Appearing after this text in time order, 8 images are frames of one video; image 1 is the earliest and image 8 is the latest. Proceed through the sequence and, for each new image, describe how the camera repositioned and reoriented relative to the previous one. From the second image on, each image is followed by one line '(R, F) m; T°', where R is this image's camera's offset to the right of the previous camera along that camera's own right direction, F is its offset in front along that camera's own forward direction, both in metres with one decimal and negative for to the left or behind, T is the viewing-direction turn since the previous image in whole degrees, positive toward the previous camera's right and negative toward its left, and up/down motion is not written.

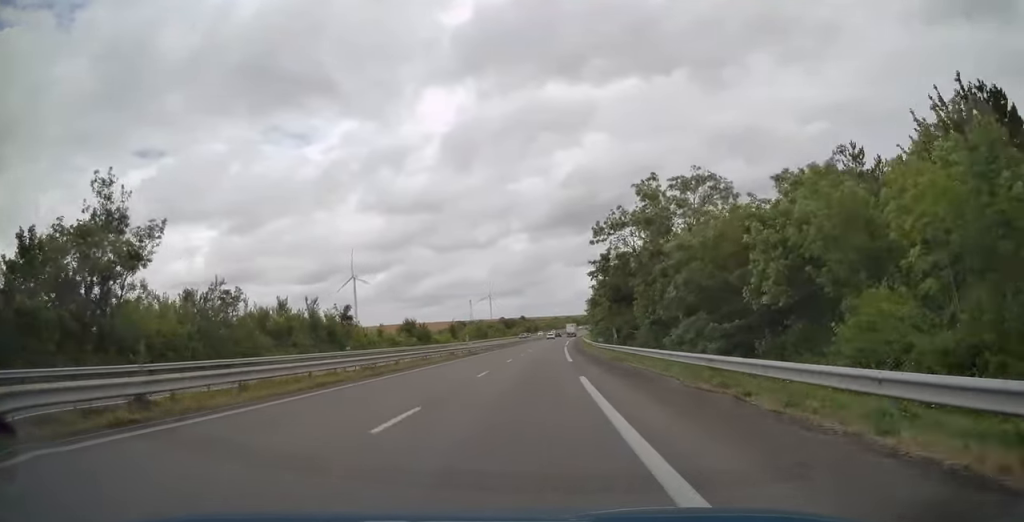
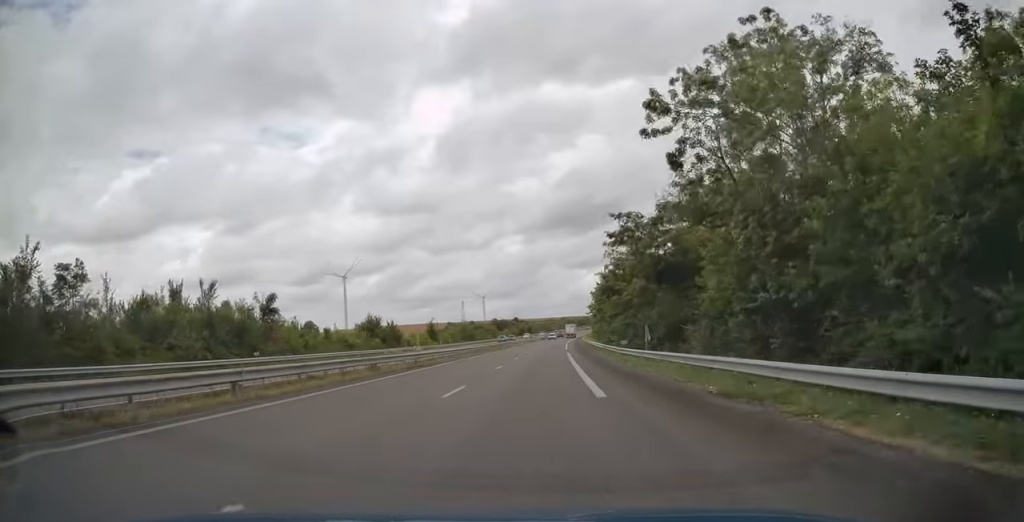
(0.0, +20.4) m; 0°
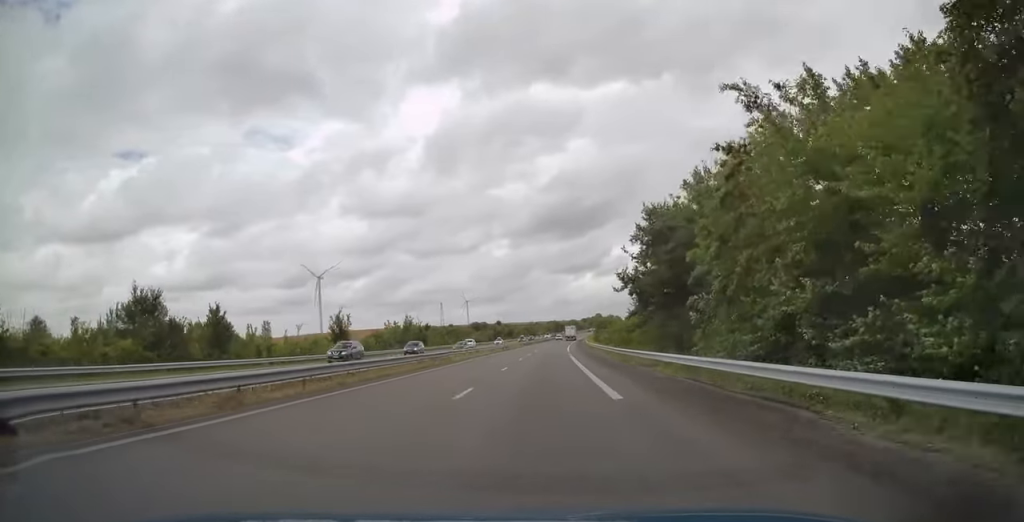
(+0.4, +52.2) m; +1°
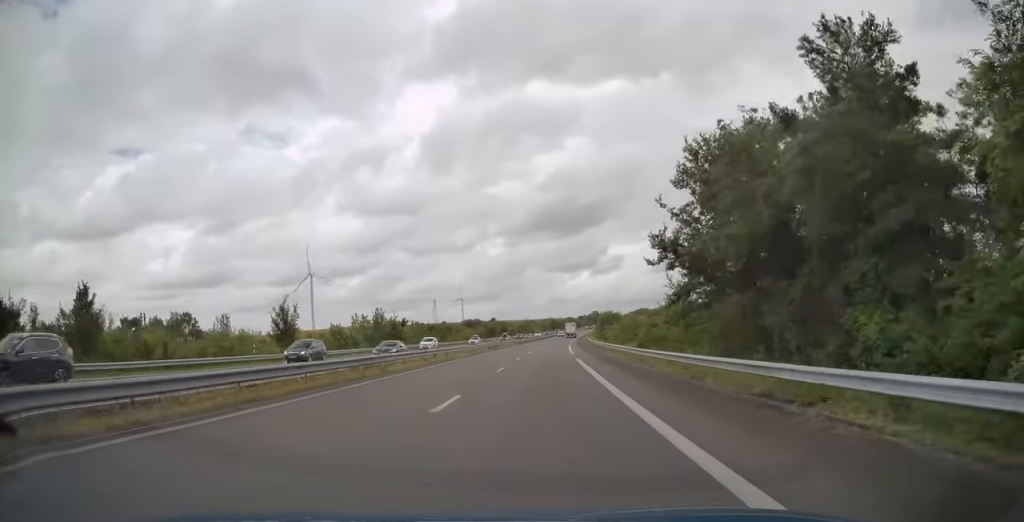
(0.0, +16.2) m; +1°
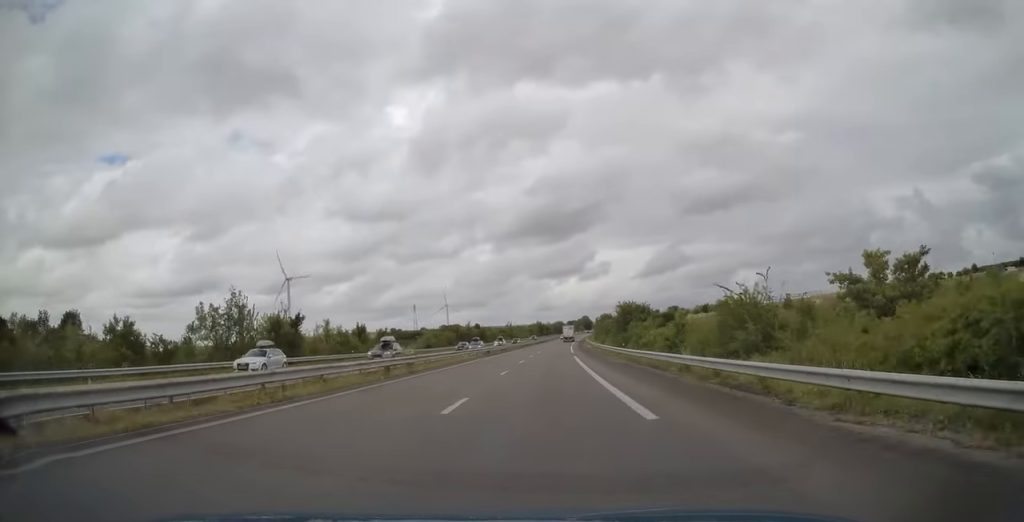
(+0.6, +39.0) m; +1°
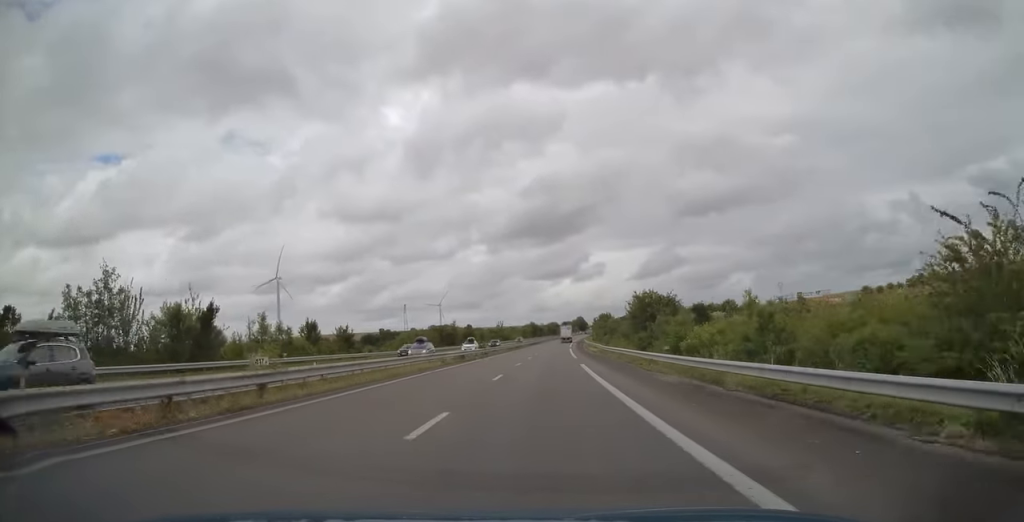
(0.0, +15.8) m; 0°
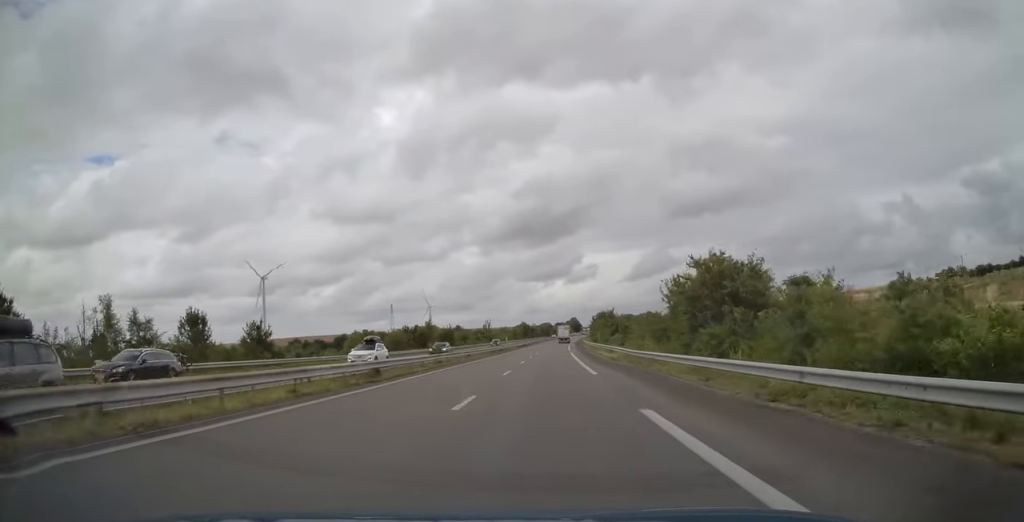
(+0.2, +22.1) m; +1°
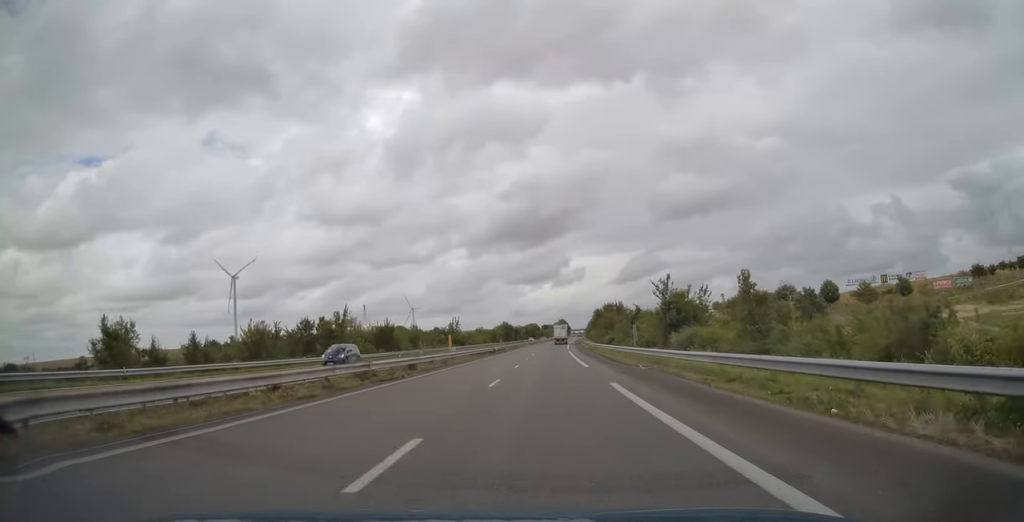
(+0.5, +45.8) m; +1°
